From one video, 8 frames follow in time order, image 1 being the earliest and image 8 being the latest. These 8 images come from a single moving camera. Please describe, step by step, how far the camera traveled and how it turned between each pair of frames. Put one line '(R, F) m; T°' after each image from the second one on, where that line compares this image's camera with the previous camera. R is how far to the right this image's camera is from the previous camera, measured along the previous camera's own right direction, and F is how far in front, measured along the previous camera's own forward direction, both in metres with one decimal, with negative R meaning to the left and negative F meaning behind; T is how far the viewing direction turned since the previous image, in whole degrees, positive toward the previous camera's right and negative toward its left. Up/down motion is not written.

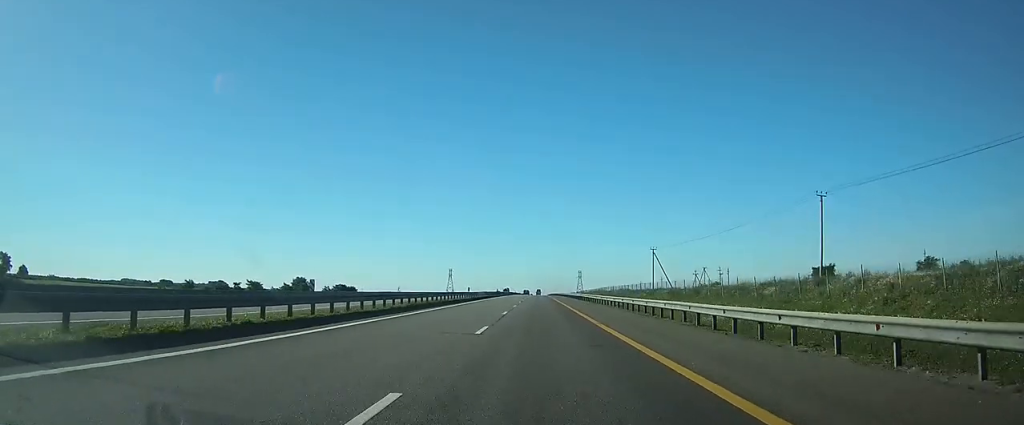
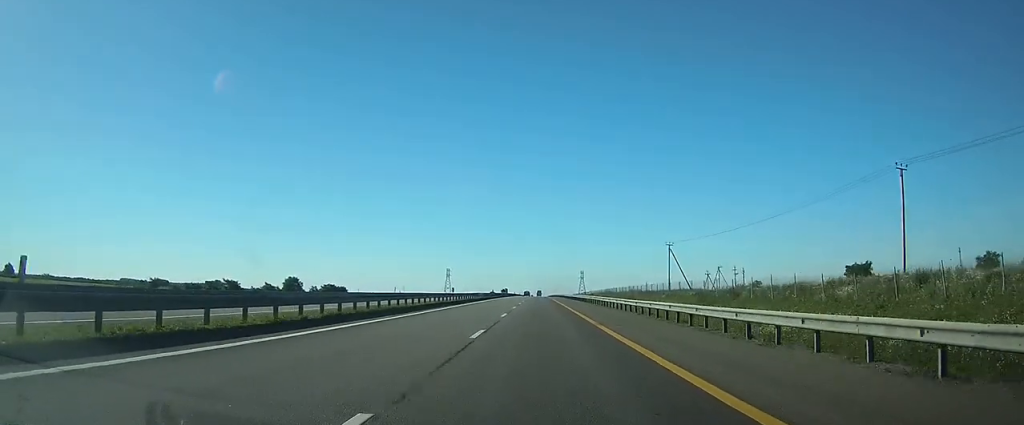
(0.0, +13.1) m; 0°
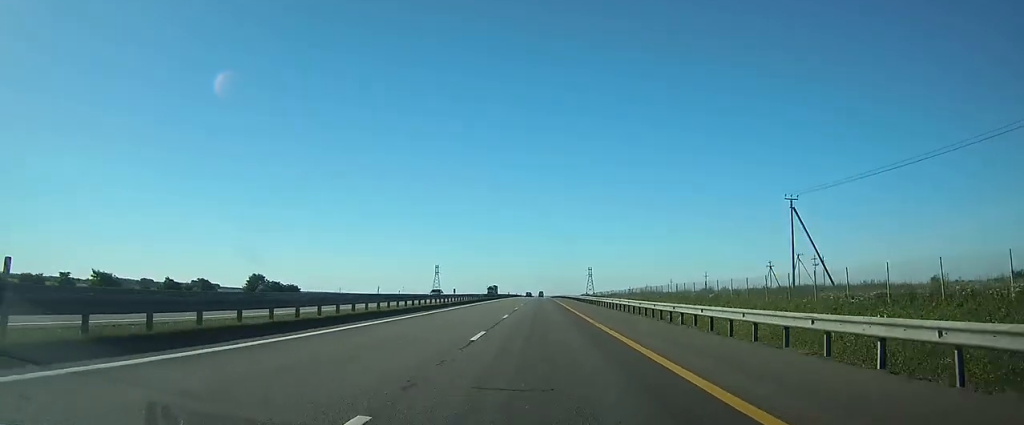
(0.0, +48.4) m; 0°
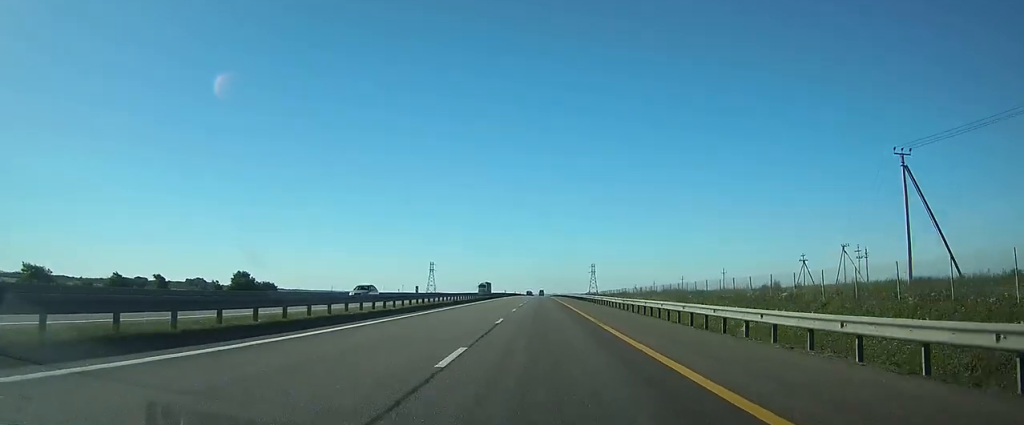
(0.0, +17.2) m; 0°
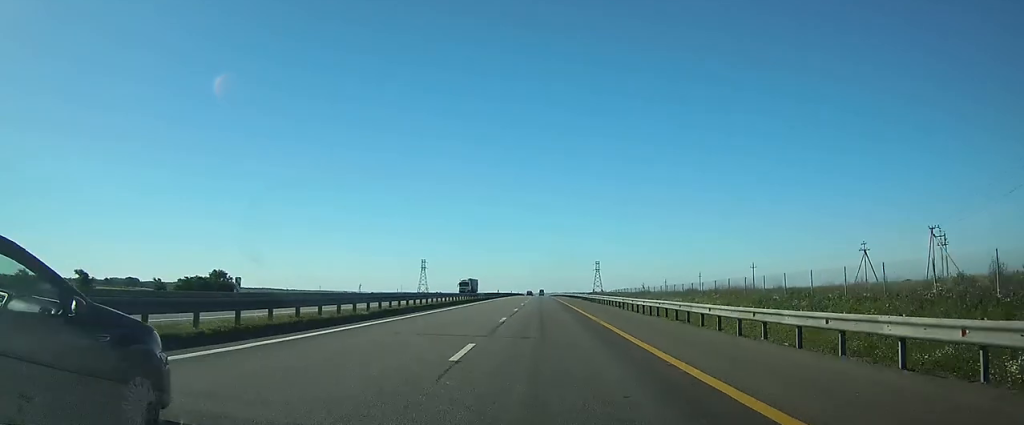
(0.0, +23.3) m; 0°
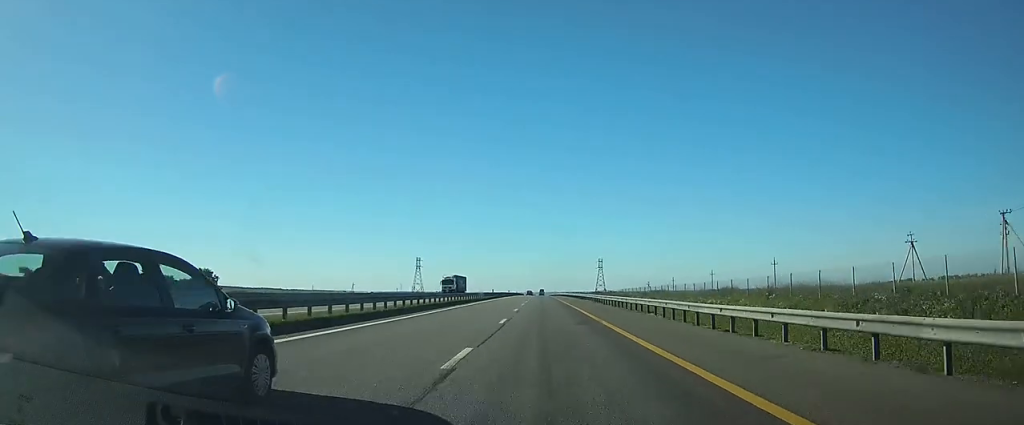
(0.0, +13.2) m; 0°
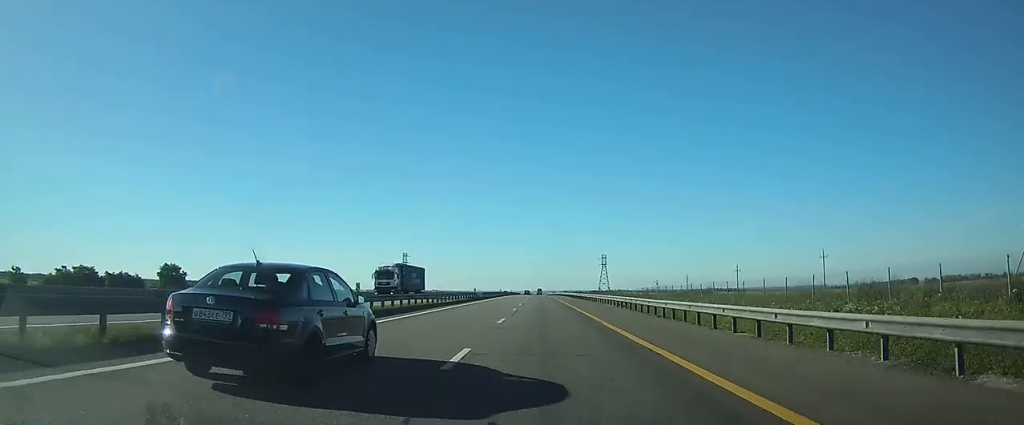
(0.0, +24.4) m; 0°
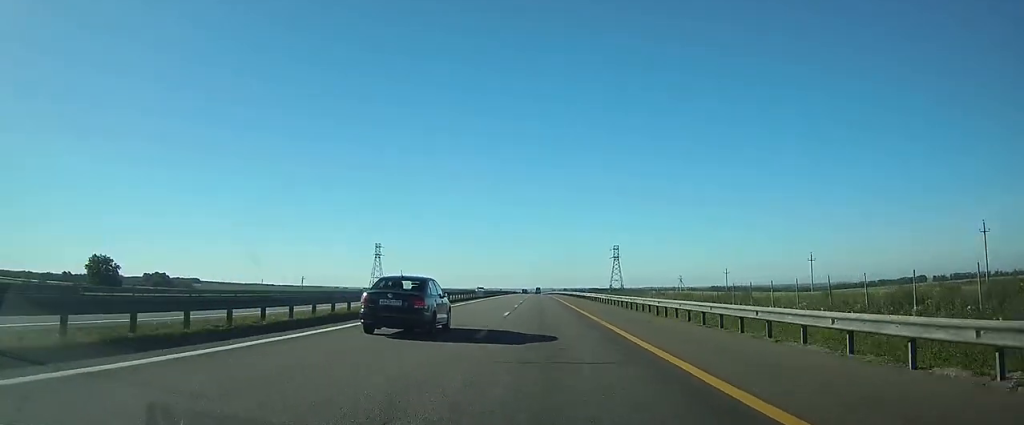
(-0.1, +43.6) m; 0°
